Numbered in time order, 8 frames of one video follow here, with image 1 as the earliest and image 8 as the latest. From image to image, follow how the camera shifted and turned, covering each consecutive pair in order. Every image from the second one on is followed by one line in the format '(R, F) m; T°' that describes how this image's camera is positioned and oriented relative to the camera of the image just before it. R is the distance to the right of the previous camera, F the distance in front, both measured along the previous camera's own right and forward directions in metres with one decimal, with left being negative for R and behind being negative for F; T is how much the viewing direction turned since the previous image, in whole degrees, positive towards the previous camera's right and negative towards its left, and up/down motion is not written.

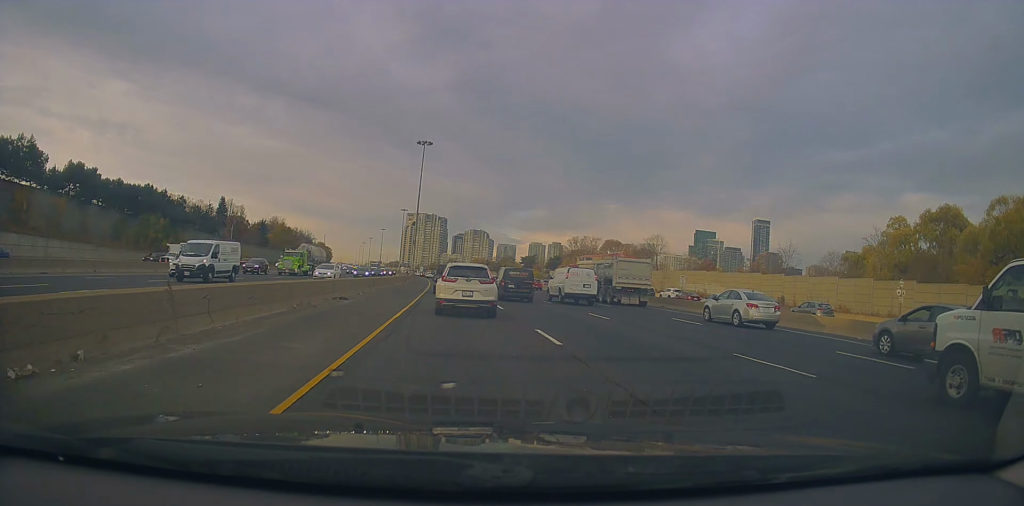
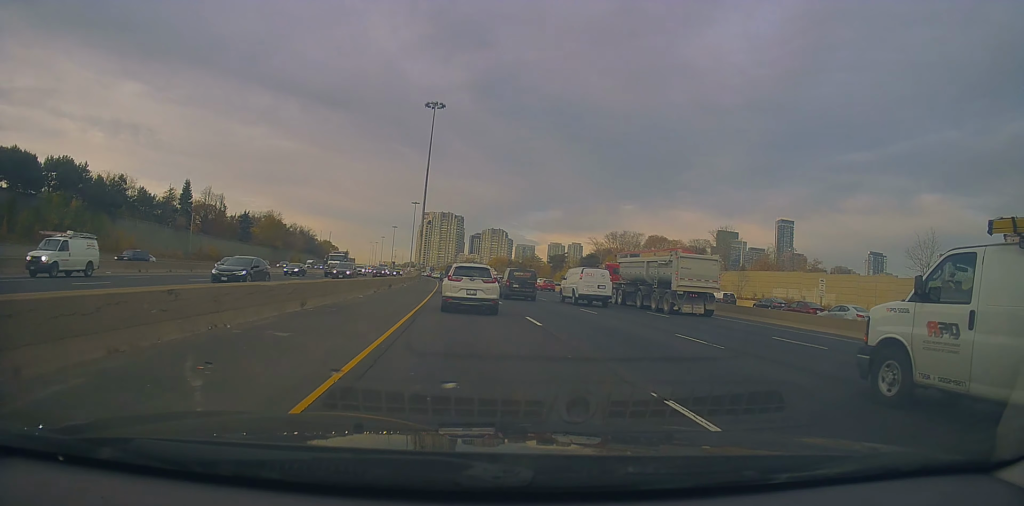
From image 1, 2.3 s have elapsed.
(+0.6, +30.6) m; +2°
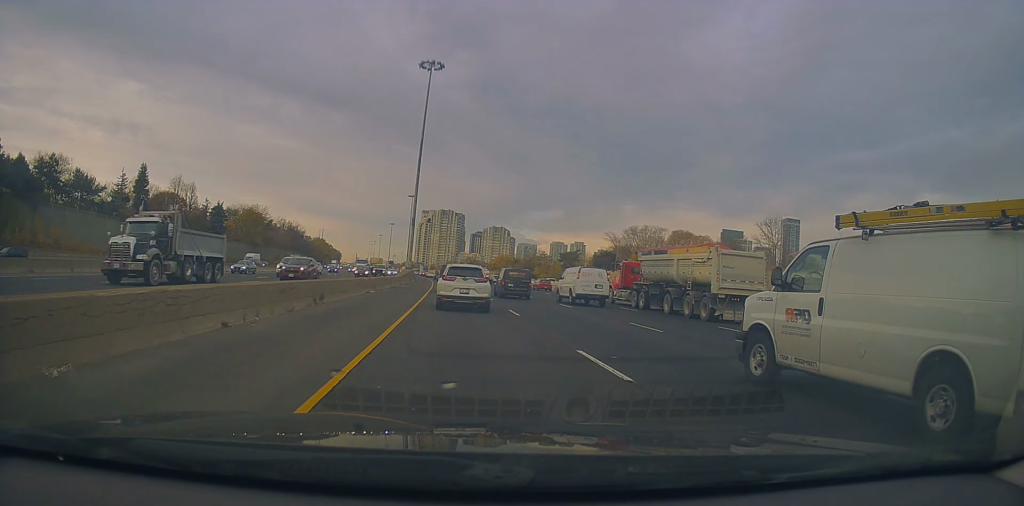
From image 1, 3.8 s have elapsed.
(-1.1, +19.8) m; -3°
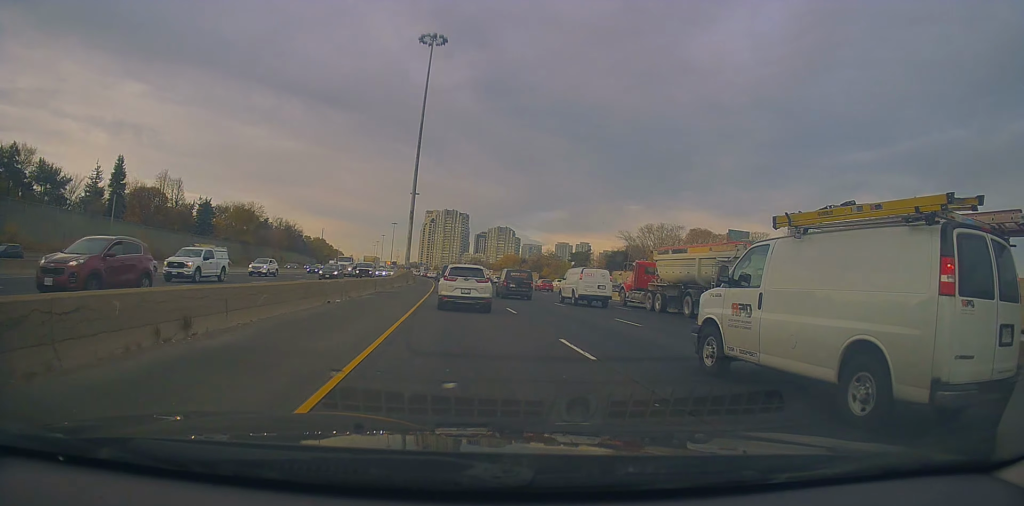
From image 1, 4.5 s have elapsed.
(+0.6, +10.0) m; +2°
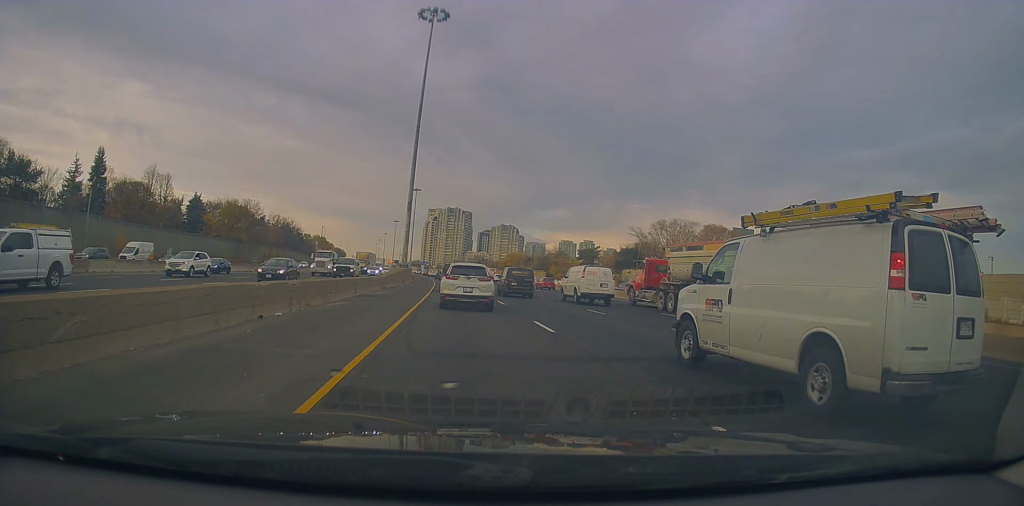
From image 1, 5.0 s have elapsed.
(+0.2, +6.8) m; 0°
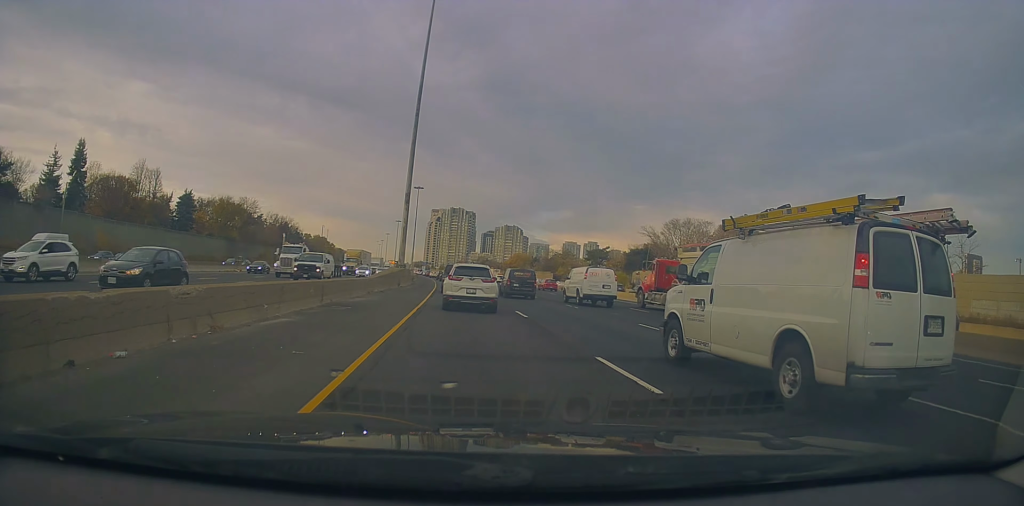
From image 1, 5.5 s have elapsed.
(-0.2, +7.1) m; -1°
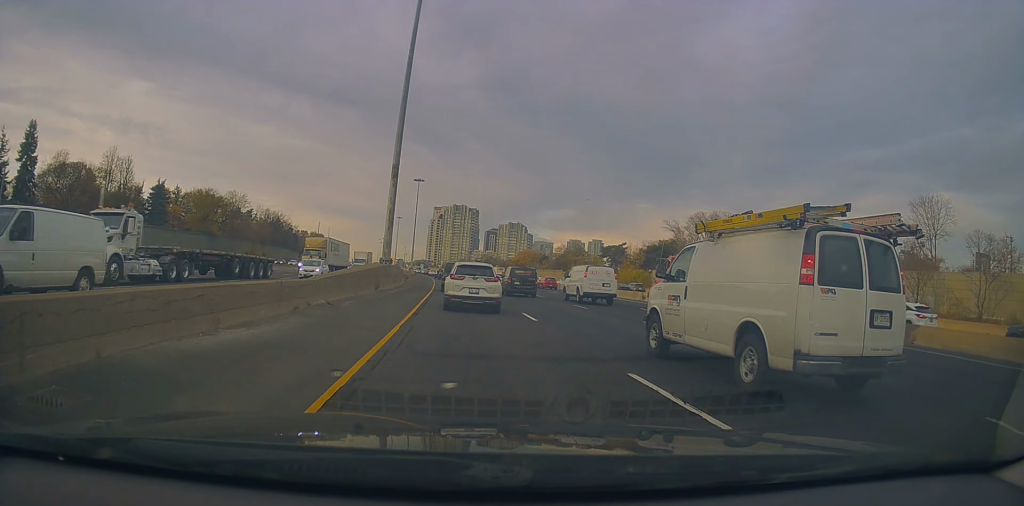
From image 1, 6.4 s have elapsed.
(-0.3, +13.9) m; 0°
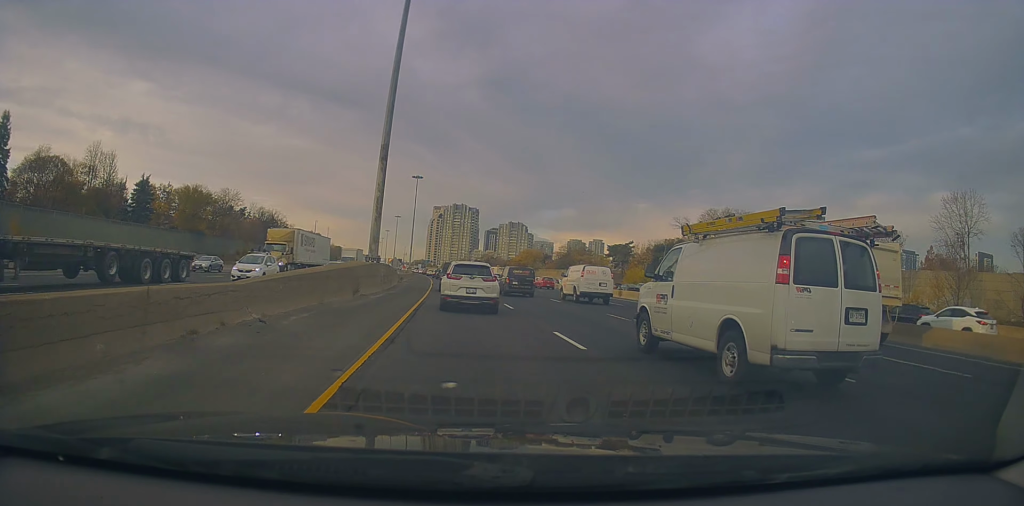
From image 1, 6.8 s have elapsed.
(-0.2, +6.2) m; +1°
